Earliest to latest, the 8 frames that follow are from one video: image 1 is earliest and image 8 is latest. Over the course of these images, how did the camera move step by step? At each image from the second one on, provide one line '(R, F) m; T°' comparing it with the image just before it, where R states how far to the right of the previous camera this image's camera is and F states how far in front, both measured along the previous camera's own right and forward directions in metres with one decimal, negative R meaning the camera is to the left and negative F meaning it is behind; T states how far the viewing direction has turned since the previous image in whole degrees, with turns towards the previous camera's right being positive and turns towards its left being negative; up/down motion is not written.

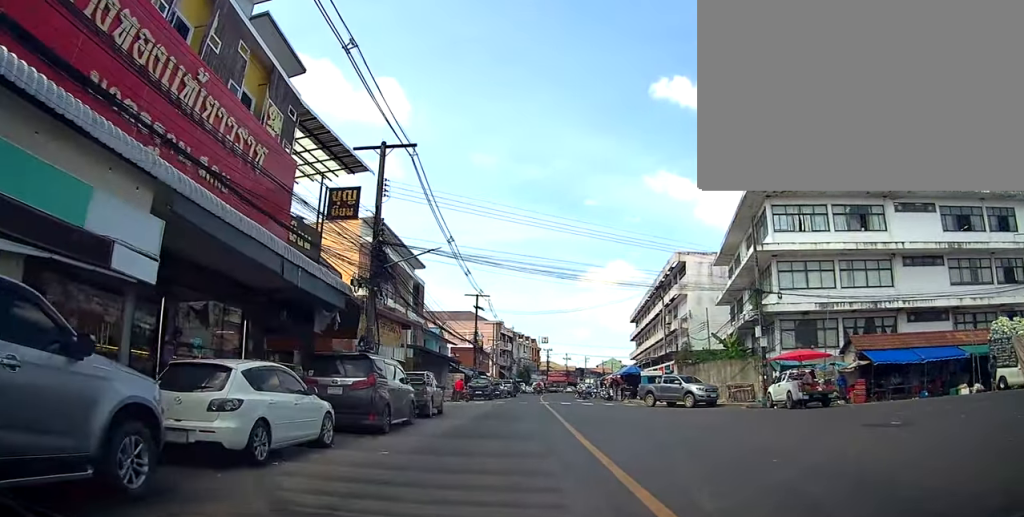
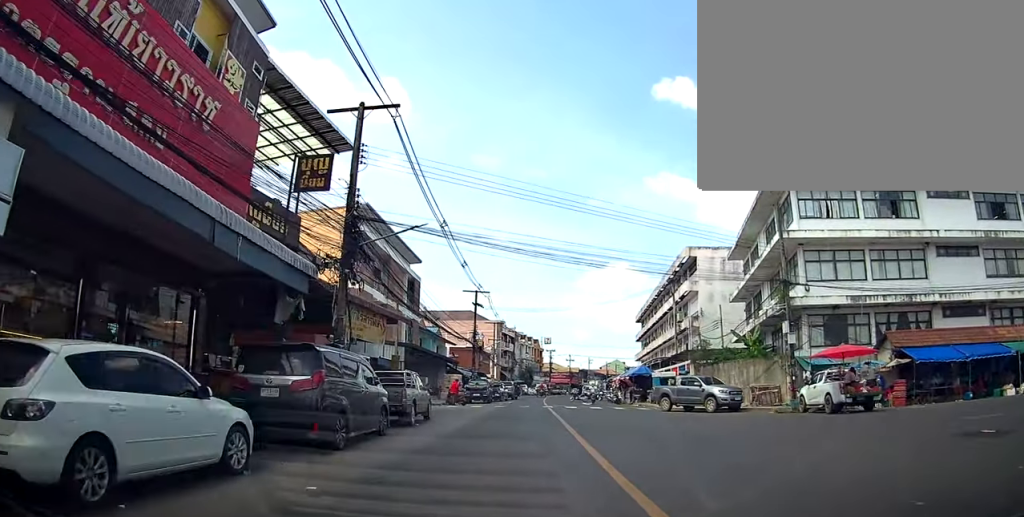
(0.0, +3.2) m; 0°
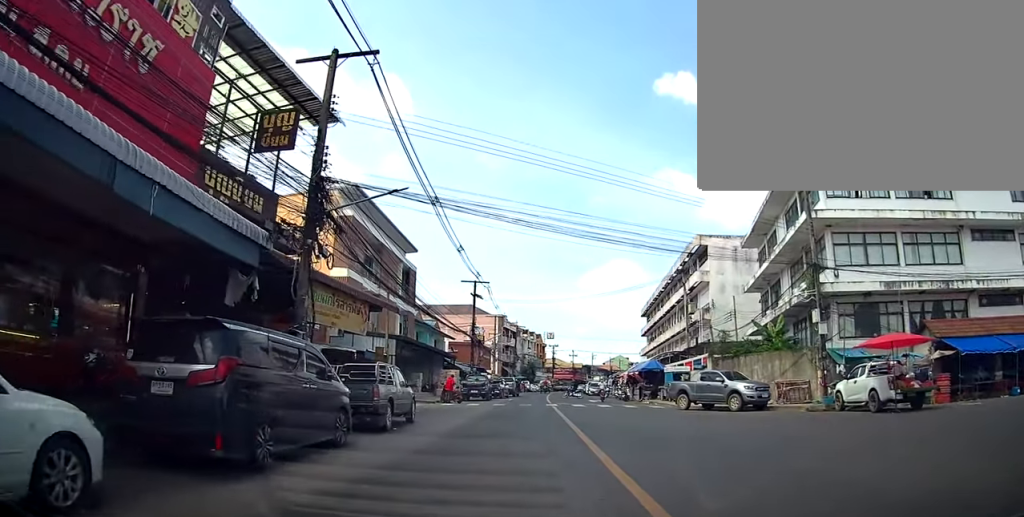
(0.0, +2.8) m; 0°
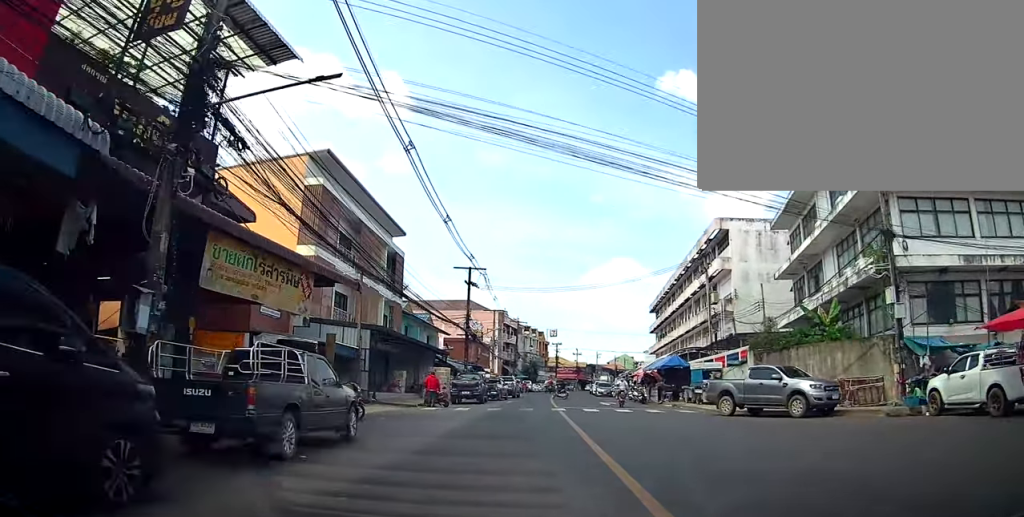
(0.0, +5.4) m; 0°
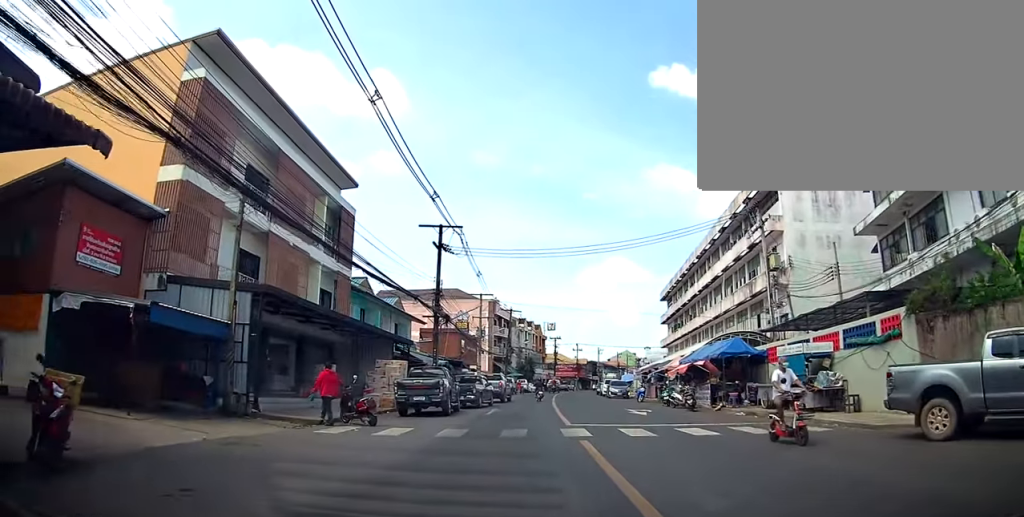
(0.0, +11.8) m; 0°
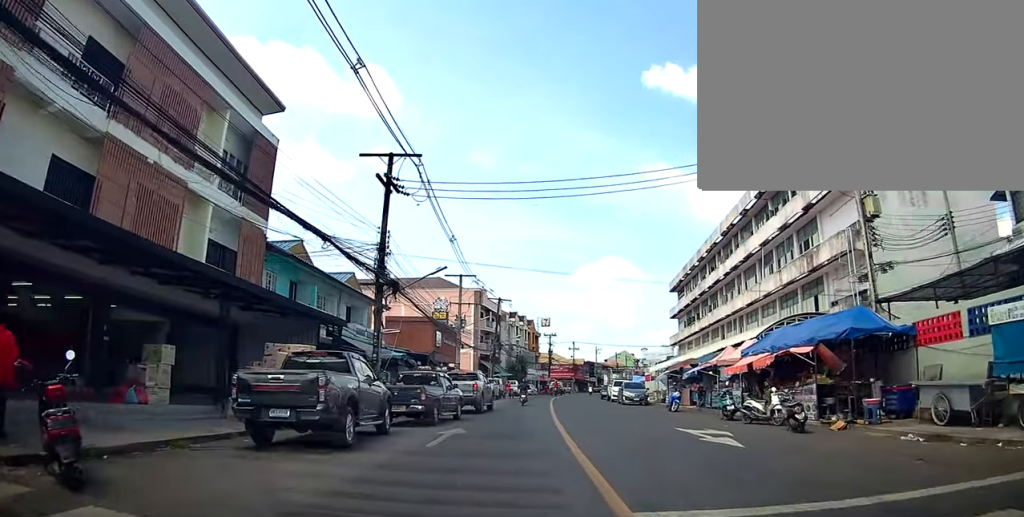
(0.0, +11.1) m; 0°
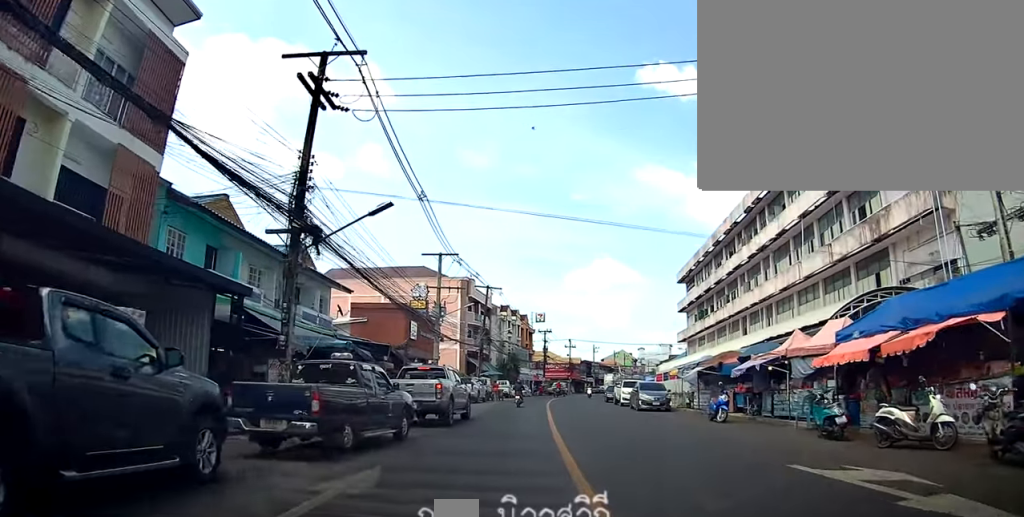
(0.0, +7.7) m; -6°
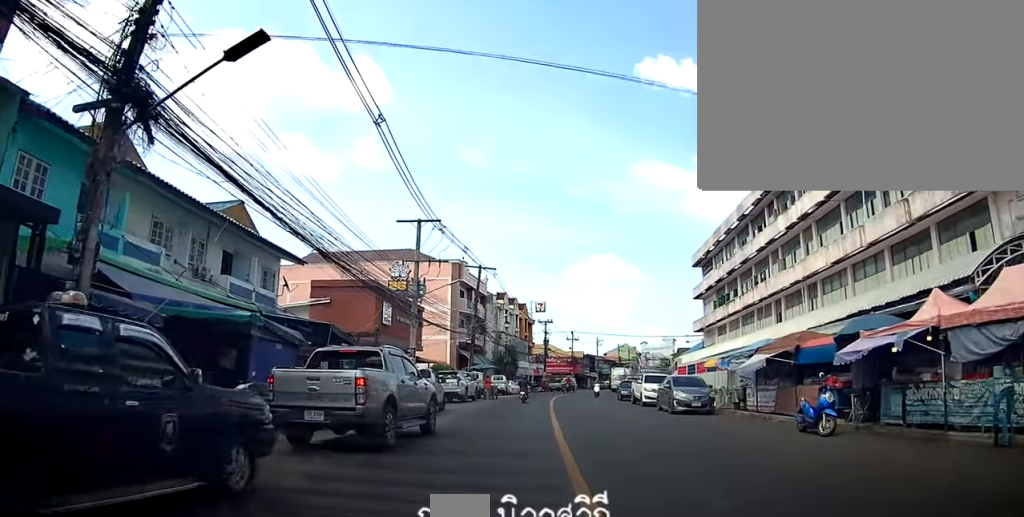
(-0.8, +7.4) m; -1°
